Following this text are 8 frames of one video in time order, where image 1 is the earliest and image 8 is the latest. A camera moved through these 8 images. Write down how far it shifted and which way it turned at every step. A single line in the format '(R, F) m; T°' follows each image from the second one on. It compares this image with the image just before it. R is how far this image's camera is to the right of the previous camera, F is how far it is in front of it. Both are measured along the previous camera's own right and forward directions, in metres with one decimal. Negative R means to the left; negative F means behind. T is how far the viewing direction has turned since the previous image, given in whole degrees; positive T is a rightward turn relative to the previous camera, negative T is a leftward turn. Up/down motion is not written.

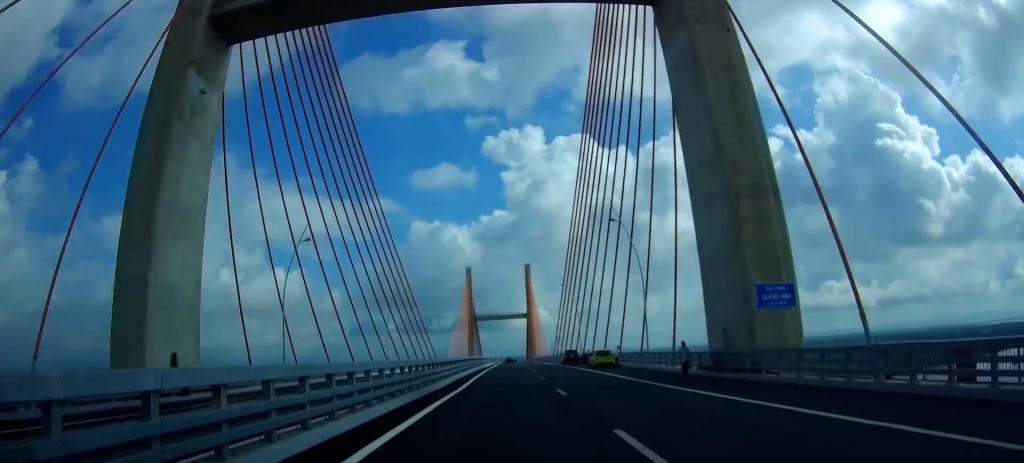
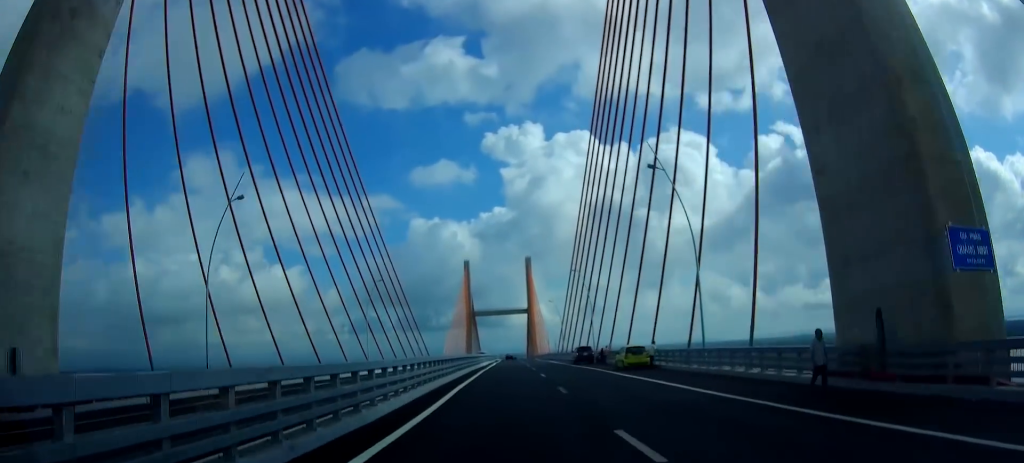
(-0.2, +11.7) m; +1°
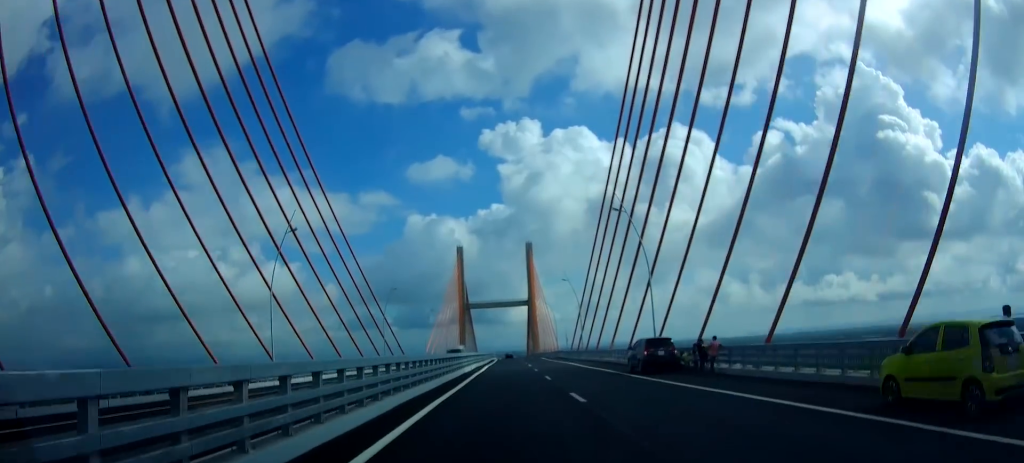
(+0.8, +28.4) m; +1°
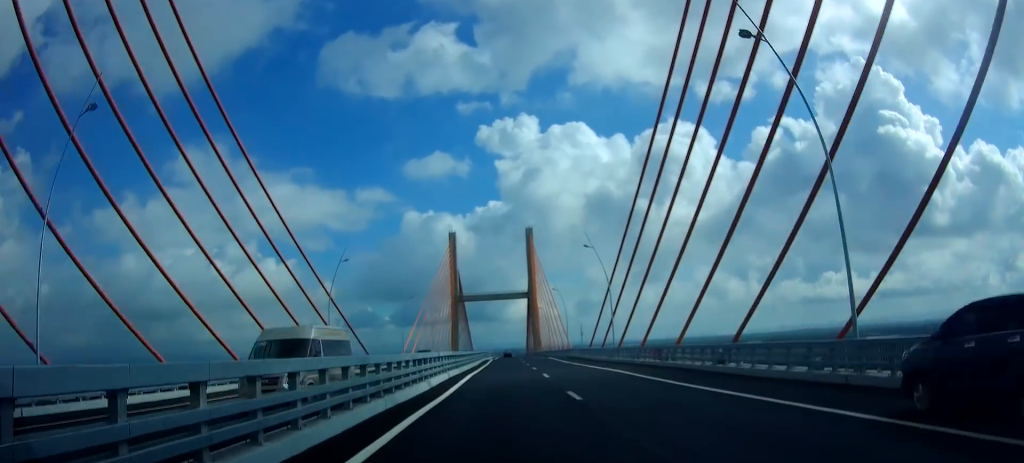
(-0.4, +24.0) m; -2°
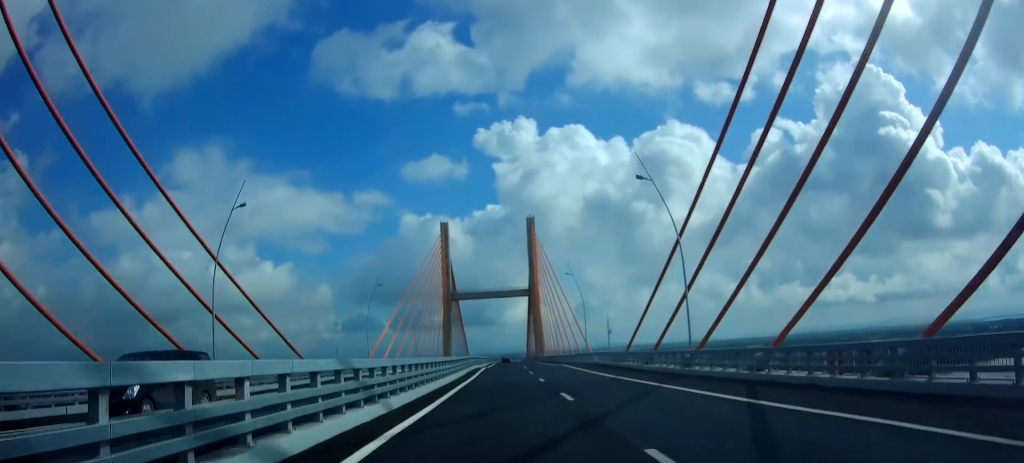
(-0.1, +22.5) m; +1°
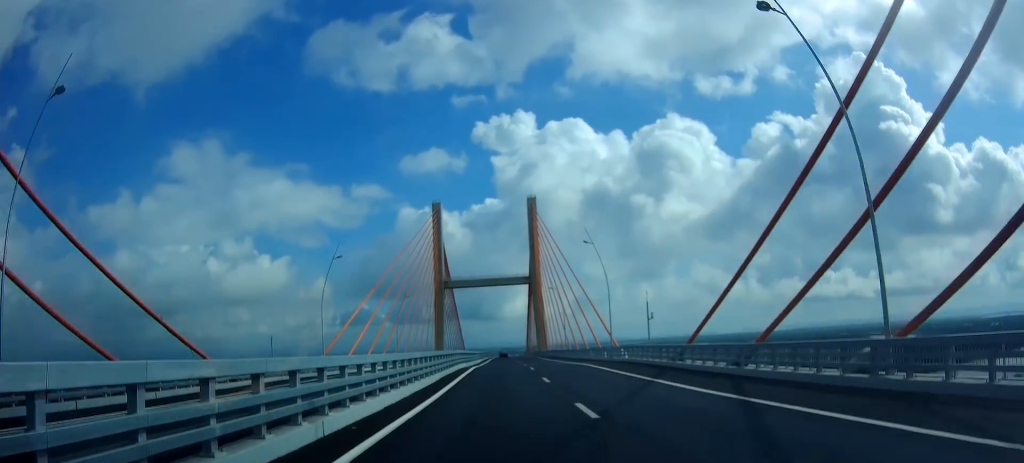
(+0.2, +17.4) m; +1°
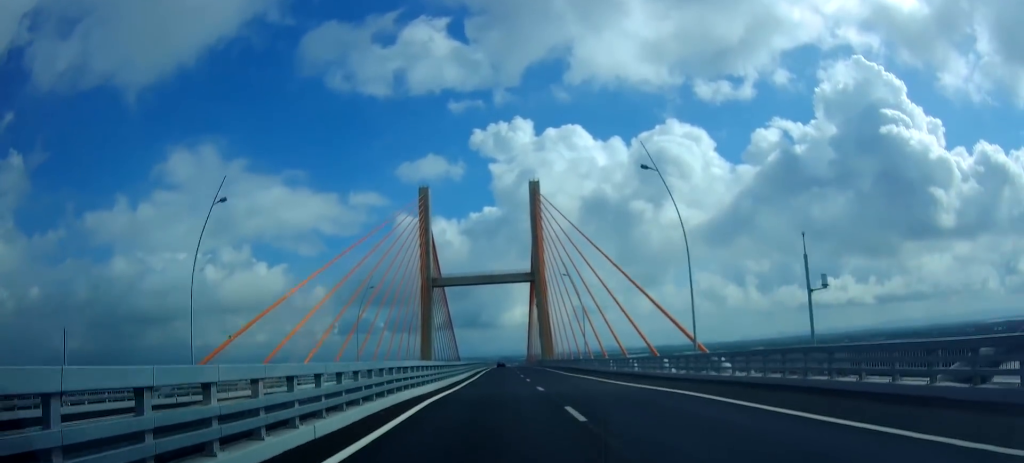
(+0.1, +23.3) m; -1°
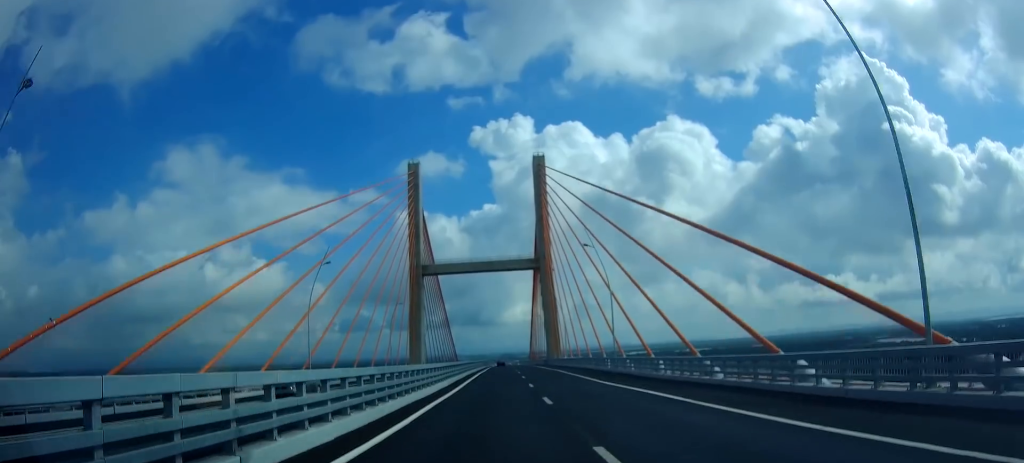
(-0.5, +17.6) m; -1°
